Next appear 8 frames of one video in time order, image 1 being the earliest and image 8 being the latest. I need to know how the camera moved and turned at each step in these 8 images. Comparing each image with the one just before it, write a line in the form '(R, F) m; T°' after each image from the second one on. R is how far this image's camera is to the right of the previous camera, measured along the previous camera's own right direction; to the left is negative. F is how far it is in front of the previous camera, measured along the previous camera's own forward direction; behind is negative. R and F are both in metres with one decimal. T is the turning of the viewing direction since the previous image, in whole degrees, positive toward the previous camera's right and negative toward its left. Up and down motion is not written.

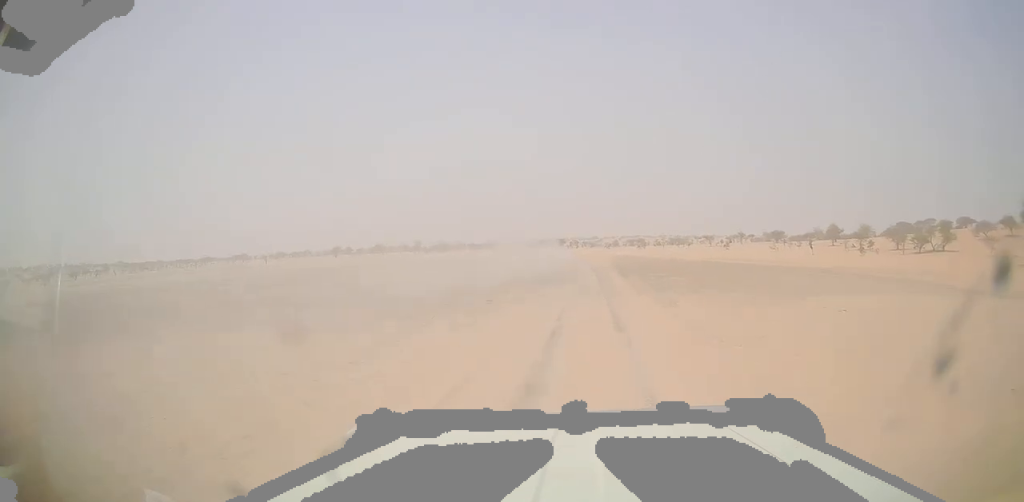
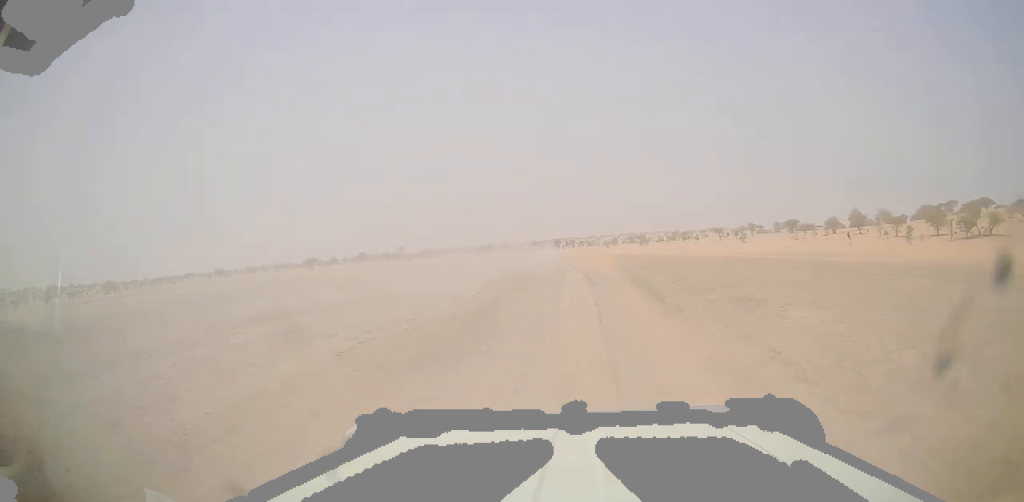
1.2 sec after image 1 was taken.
(+0.4, +21.6) m; +2°
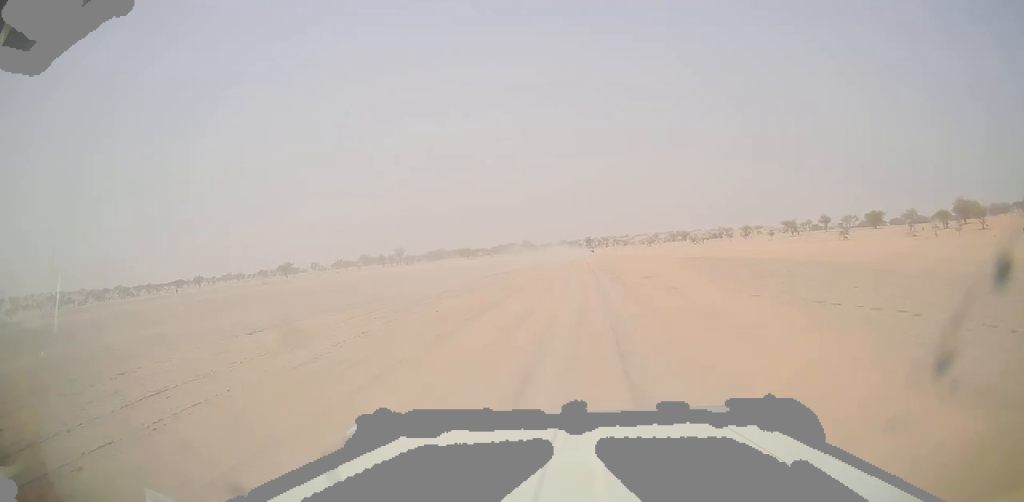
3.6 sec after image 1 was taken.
(-0.9, +44.9) m; -4°
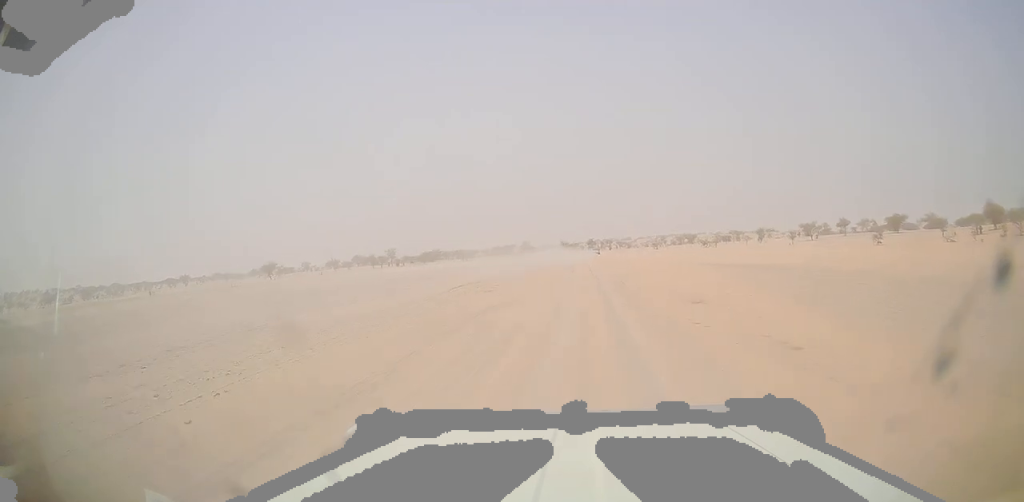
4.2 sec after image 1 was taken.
(-0.2, +12.5) m; -1°
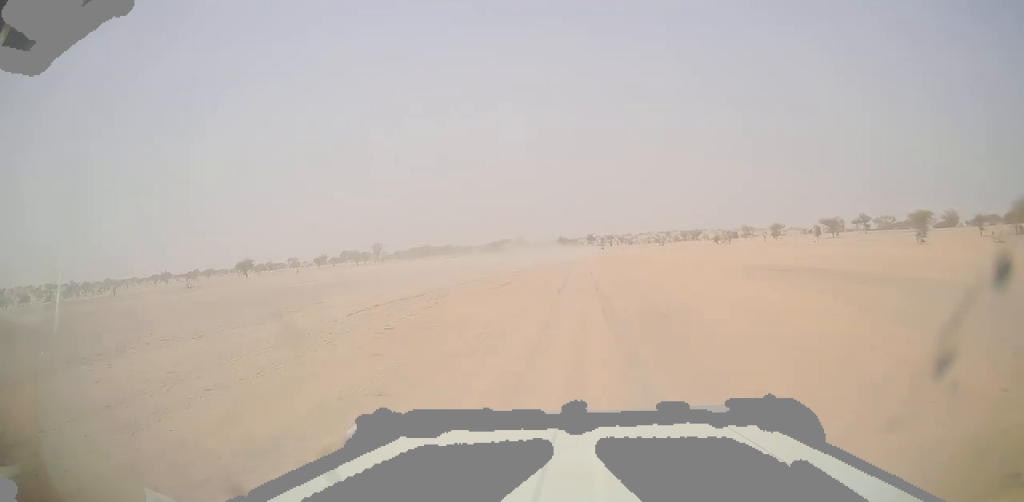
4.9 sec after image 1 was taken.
(-0.1, +13.1) m; 0°
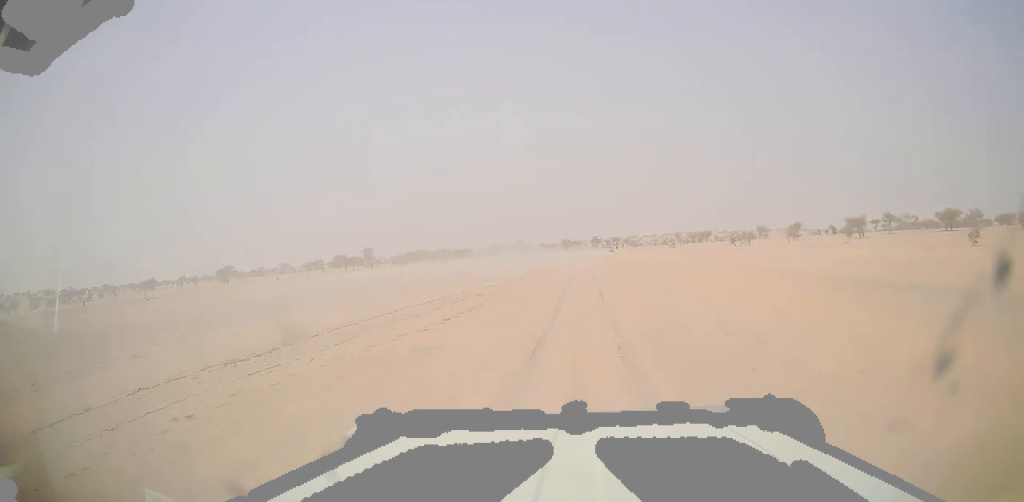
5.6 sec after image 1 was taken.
(0.0, +12.5) m; 0°
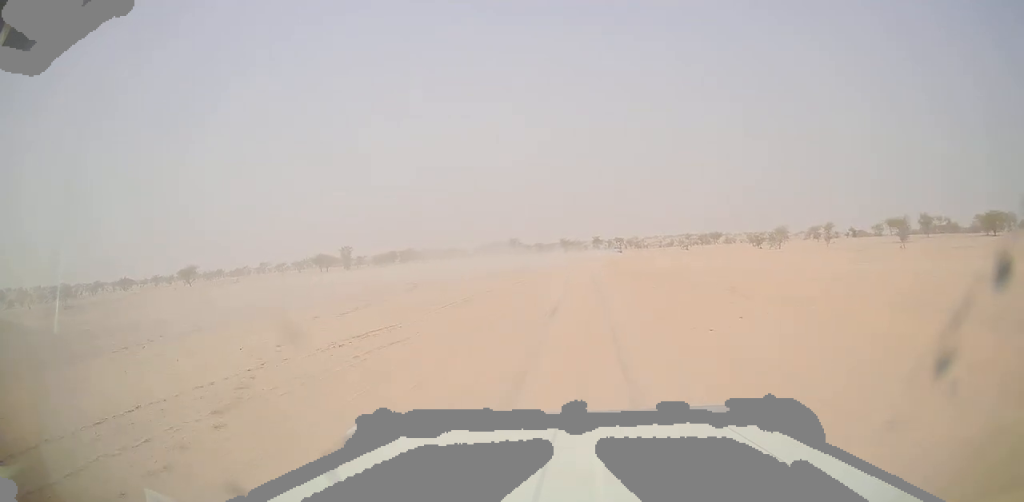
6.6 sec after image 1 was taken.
(-0.1, +18.1) m; 0°
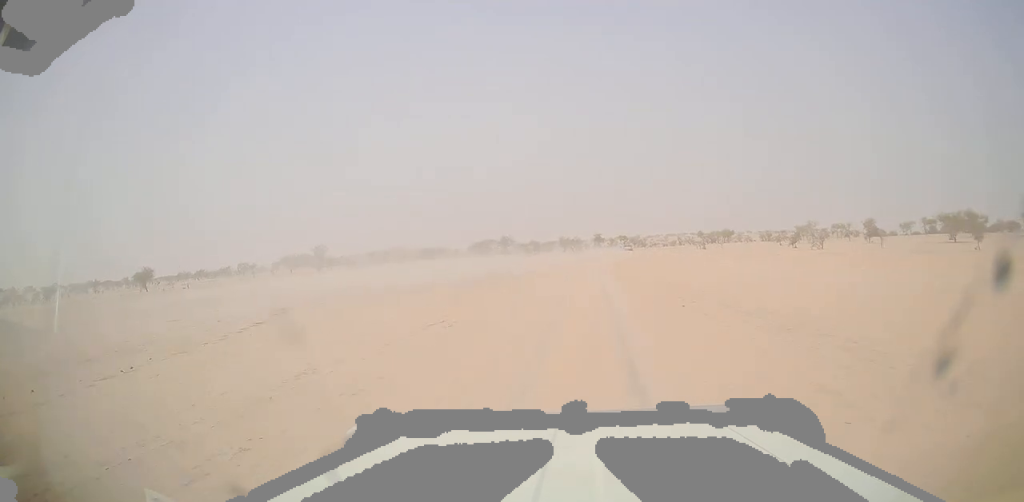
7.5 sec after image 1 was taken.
(+0.1, +17.4) m; +1°
